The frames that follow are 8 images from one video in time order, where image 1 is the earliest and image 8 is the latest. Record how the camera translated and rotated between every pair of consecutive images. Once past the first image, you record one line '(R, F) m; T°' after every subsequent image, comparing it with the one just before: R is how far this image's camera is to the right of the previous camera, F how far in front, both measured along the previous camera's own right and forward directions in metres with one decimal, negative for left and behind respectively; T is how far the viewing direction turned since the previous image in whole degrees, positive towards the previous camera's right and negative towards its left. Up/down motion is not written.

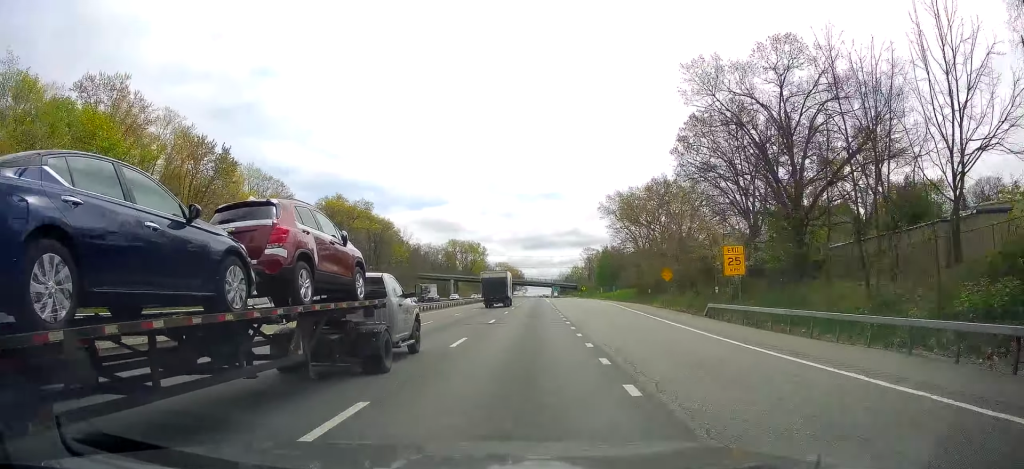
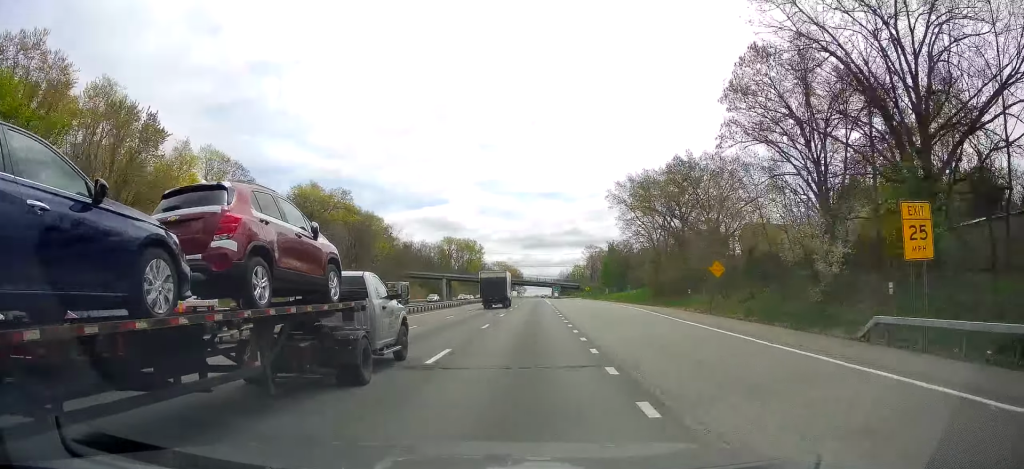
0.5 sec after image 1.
(0.0, +15.9) m; 0°
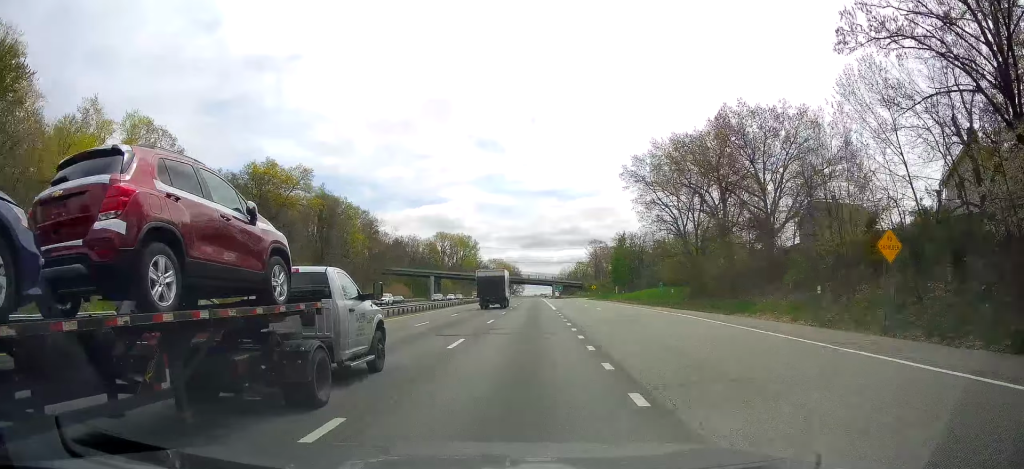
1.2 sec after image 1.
(-0.3, +20.9) m; 0°
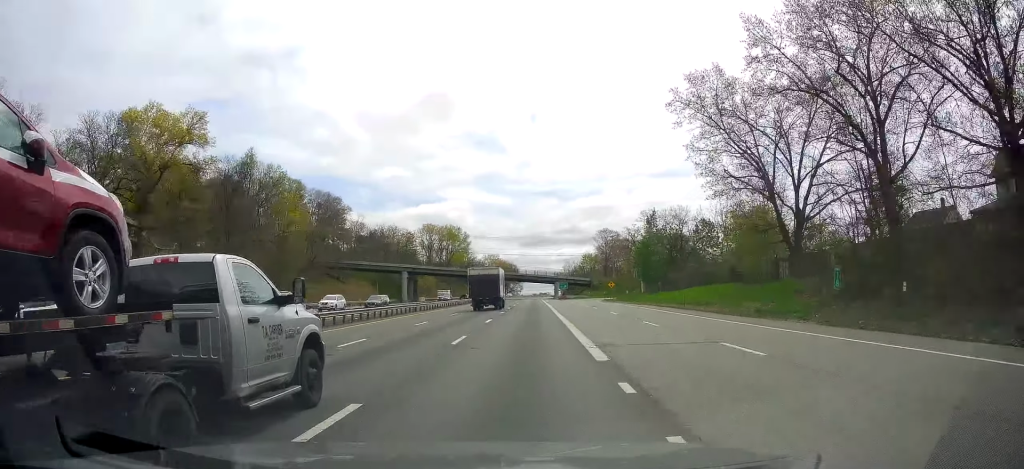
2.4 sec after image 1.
(+0.2, +35.4) m; +2°
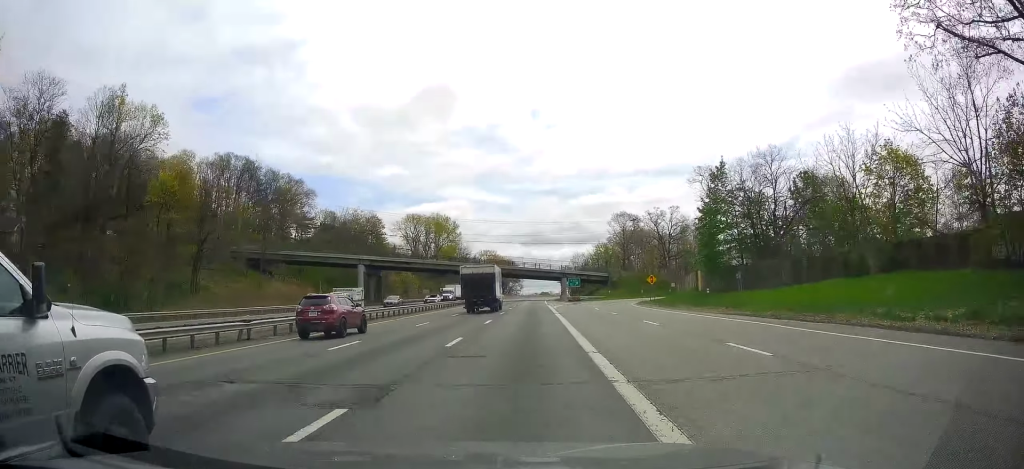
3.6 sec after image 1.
(+0.6, +36.7) m; 0°
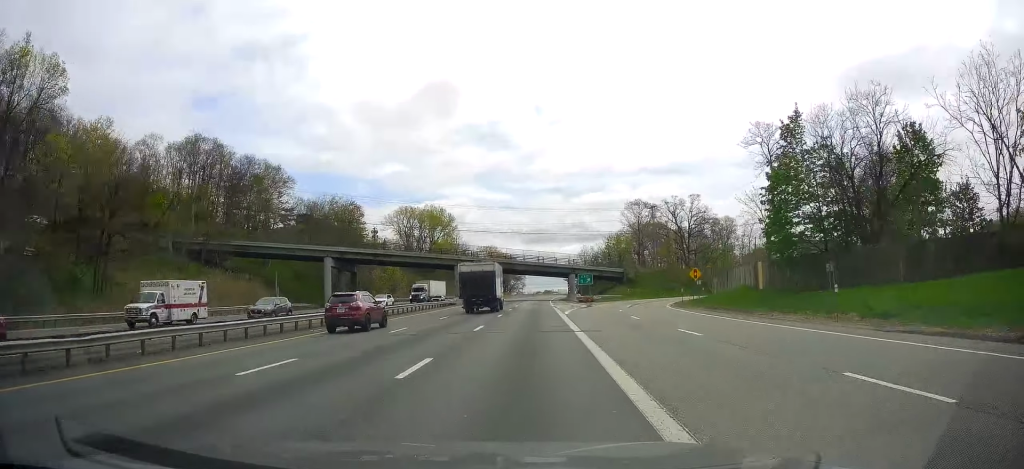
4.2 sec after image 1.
(-0.2, +18.3) m; -1°
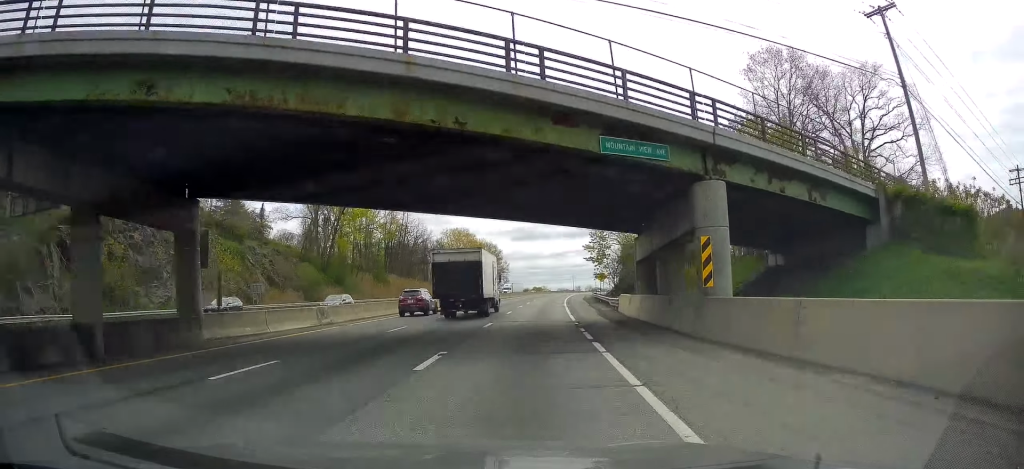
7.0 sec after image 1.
(+0.5, +85.5) m; +1°
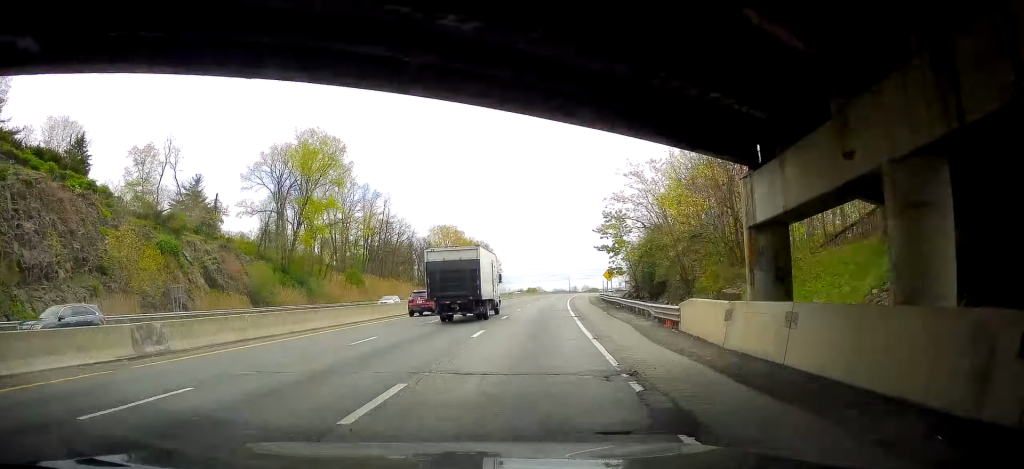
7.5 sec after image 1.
(-0.1, +16.5) m; 0°
